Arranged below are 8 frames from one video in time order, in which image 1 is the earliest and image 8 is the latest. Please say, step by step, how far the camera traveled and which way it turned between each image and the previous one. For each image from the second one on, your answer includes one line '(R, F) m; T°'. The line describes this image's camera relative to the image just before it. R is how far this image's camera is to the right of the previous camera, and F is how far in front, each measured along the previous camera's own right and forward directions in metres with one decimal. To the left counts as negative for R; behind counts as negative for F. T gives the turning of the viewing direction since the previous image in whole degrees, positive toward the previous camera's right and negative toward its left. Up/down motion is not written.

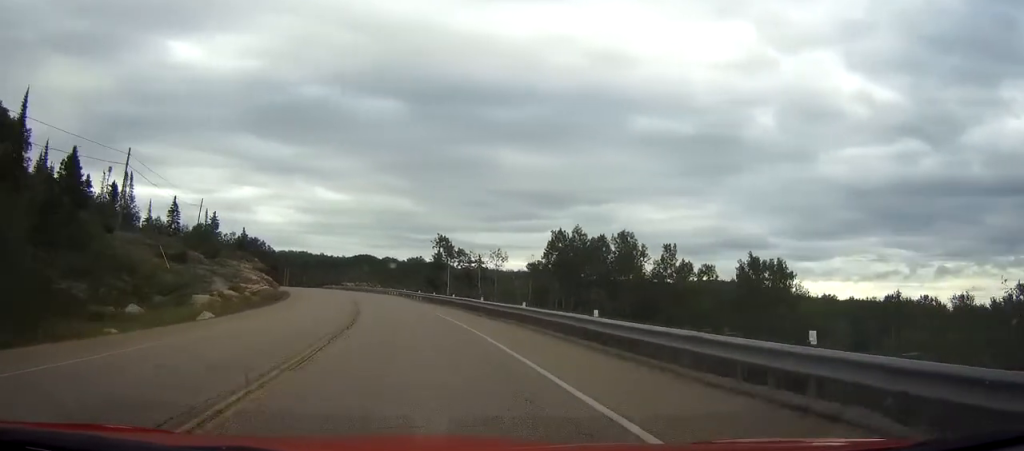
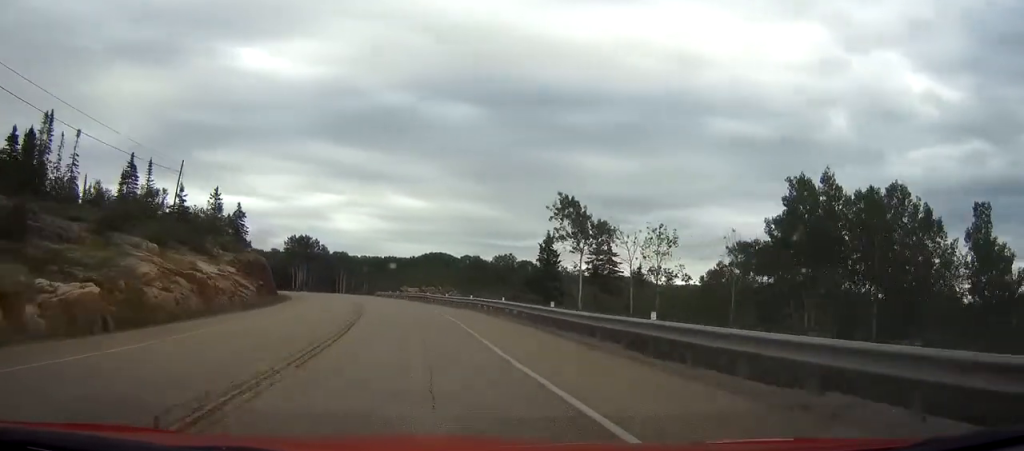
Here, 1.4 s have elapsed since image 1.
(-2.3, +41.0) m; -7°
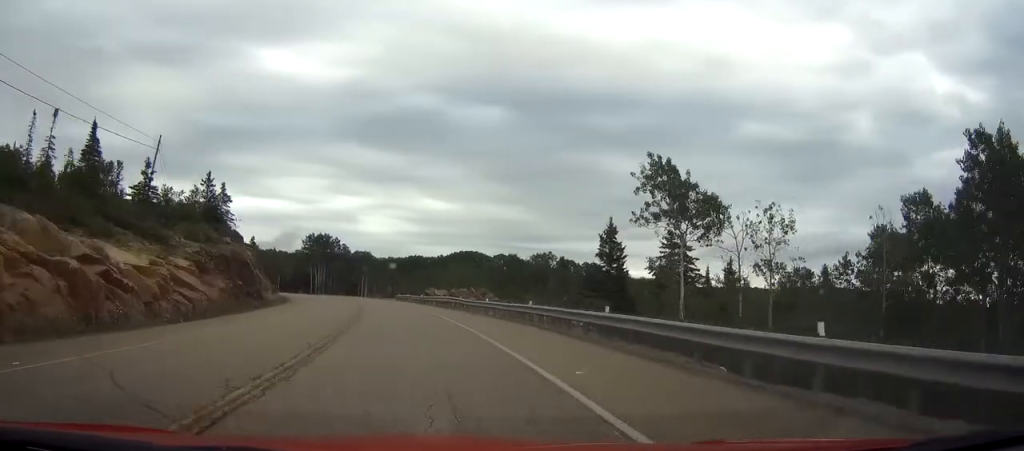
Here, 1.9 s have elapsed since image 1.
(-0.4, +14.6) m; -2°
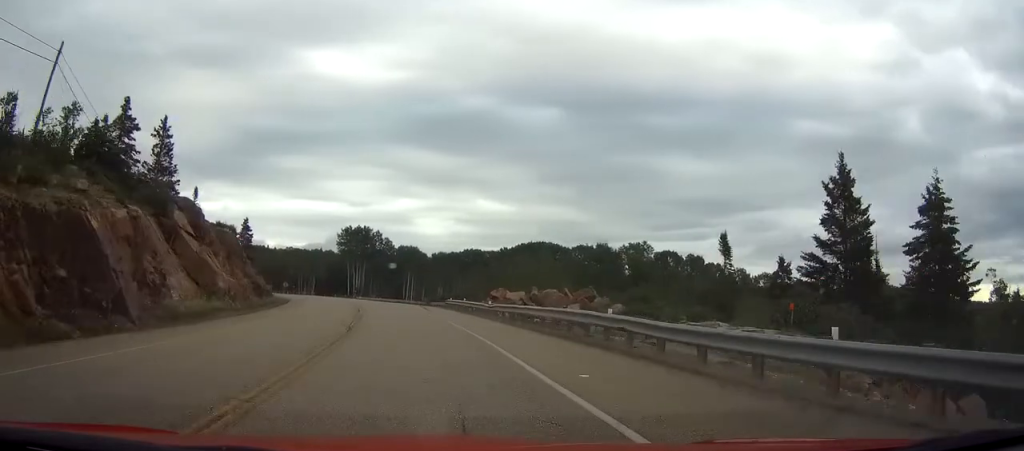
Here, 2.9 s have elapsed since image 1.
(-1.2, +28.2) m; -5°
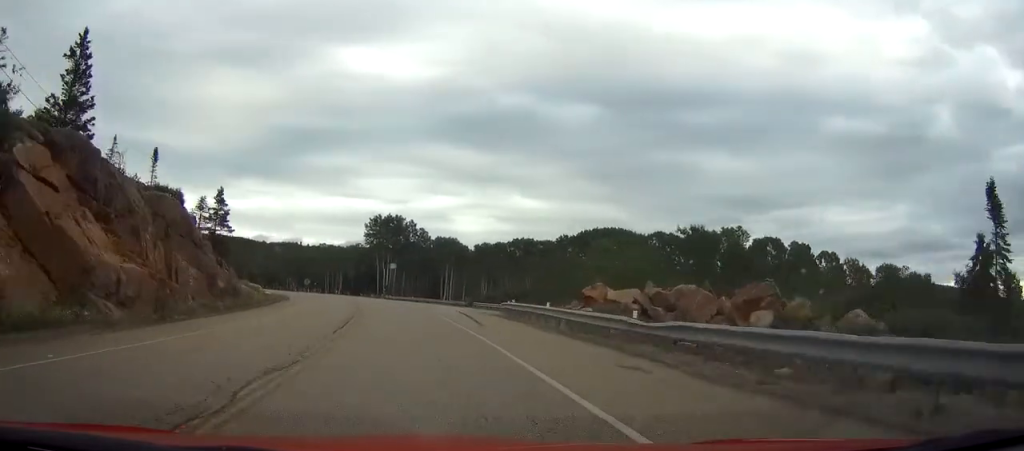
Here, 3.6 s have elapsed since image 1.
(-0.3, +20.4) m; -3°
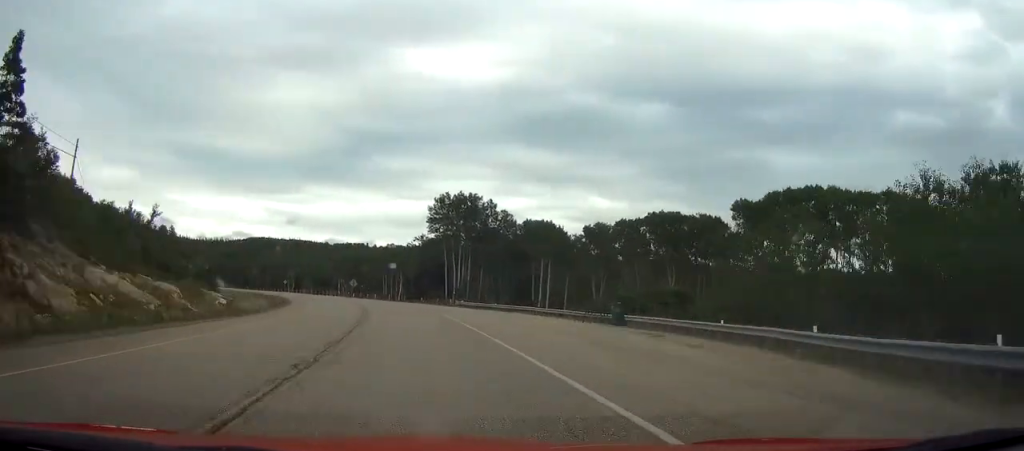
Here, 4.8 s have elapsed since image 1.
(-2.1, +35.9) m; -6°
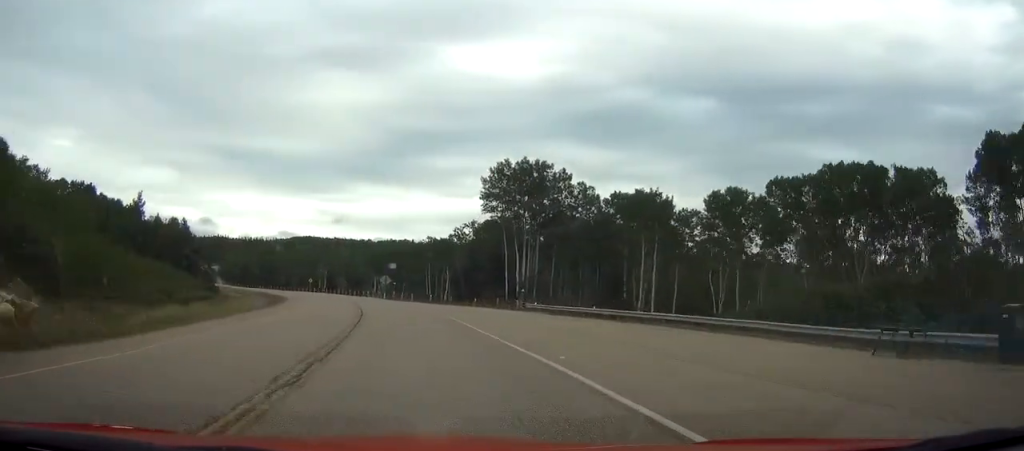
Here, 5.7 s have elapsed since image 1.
(-0.9, +26.2) m; -4°
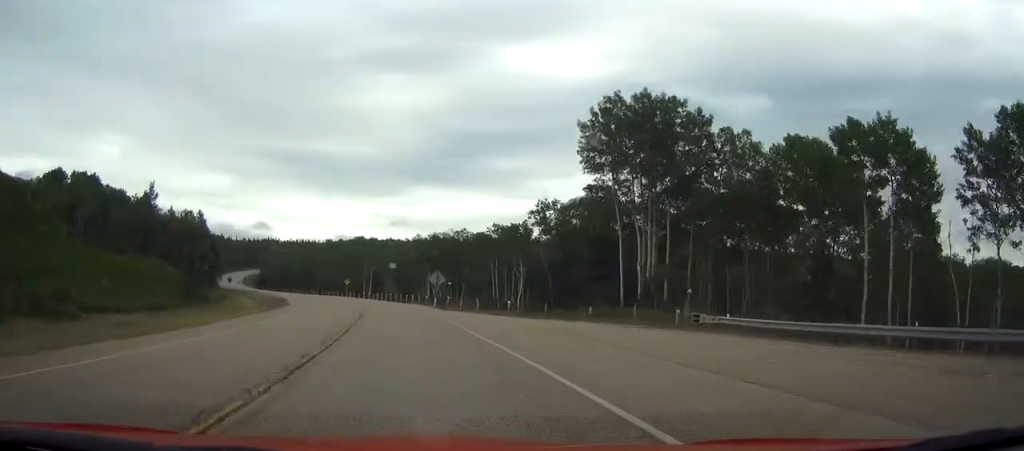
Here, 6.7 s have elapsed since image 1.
(-1.4, +29.2) m; -5°
